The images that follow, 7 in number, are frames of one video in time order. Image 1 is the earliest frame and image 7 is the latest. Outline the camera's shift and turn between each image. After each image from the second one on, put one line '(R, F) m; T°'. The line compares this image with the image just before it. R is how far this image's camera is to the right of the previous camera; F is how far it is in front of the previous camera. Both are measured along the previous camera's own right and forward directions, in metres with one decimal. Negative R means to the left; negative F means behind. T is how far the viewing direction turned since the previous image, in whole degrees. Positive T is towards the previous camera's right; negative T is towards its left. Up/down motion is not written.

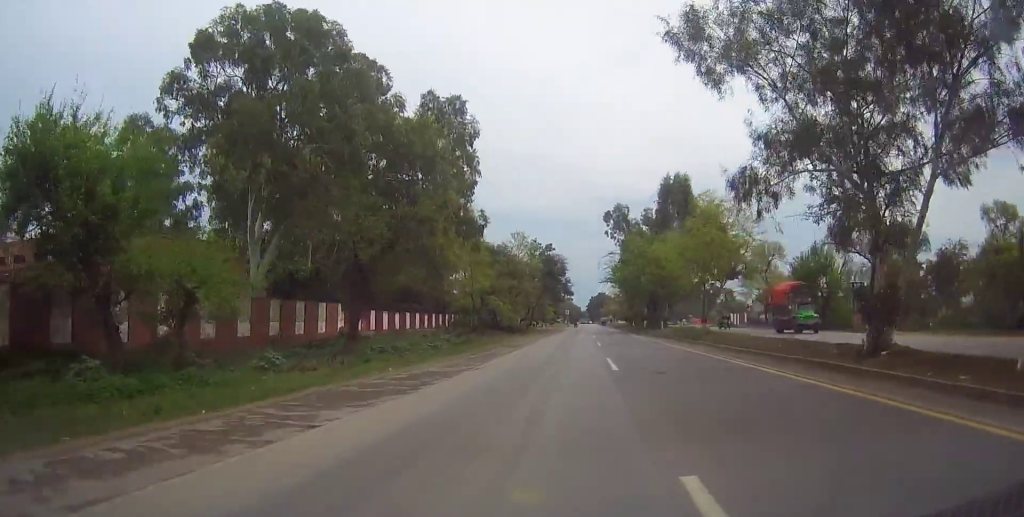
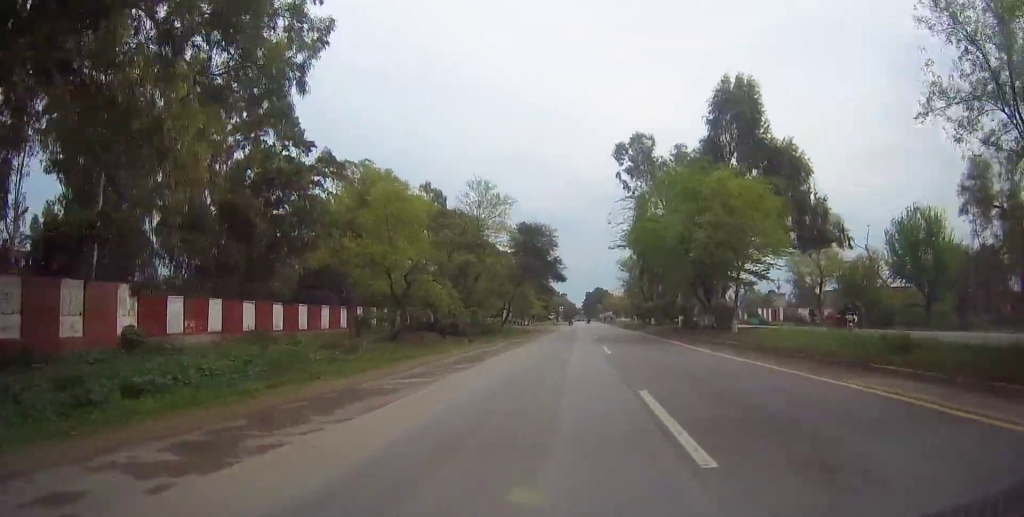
(-0.1, +30.3) m; 0°
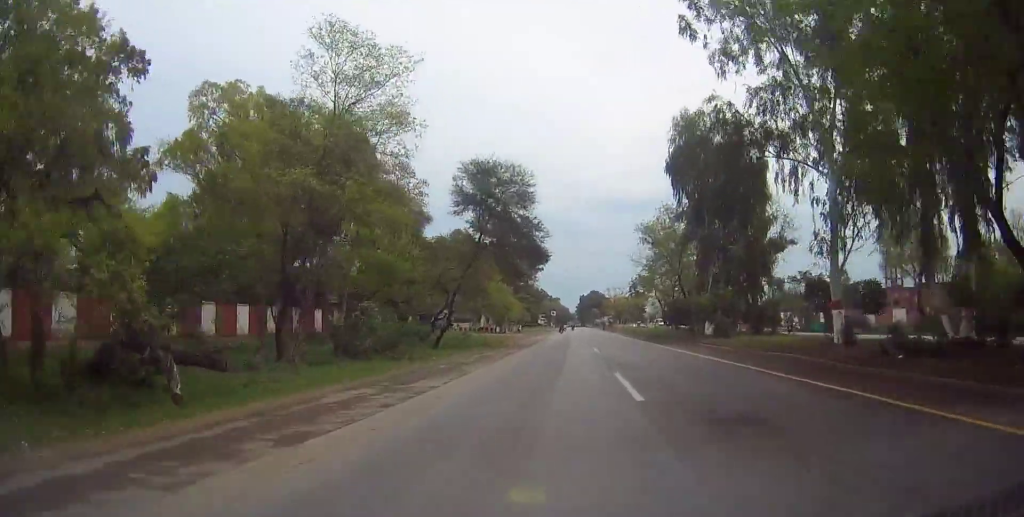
(+0.4, +31.2) m; +2°
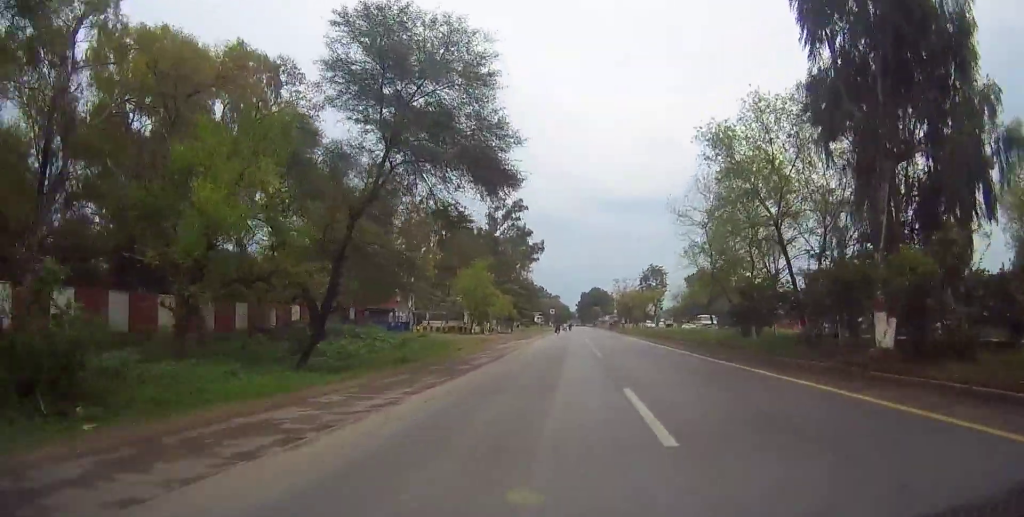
(+0.2, +22.3) m; 0°
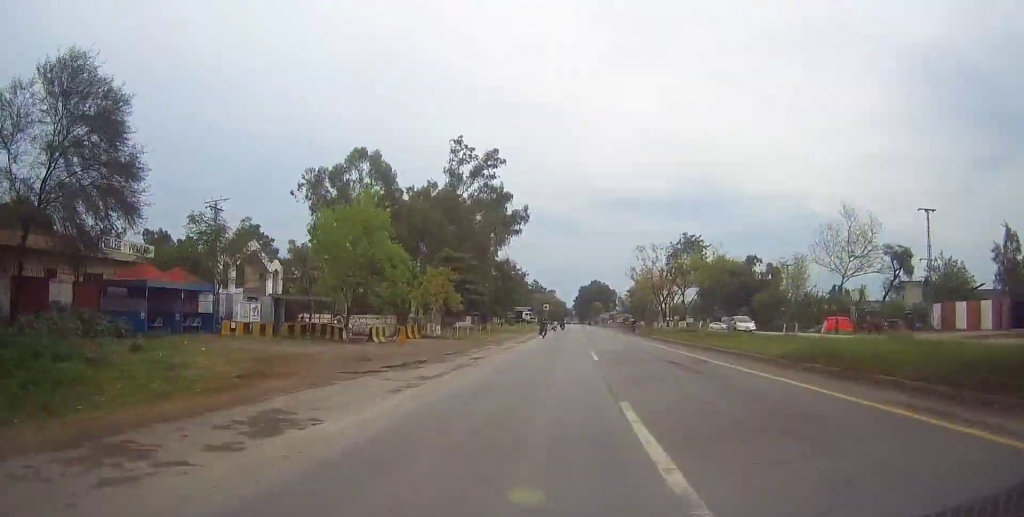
(-0.5, +39.2) m; -1°
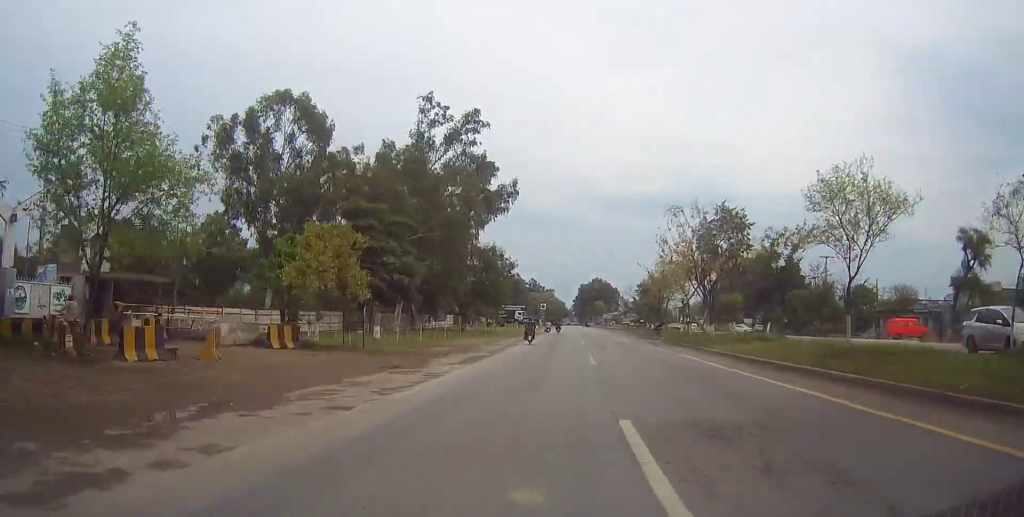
(0.0, +20.3) m; 0°
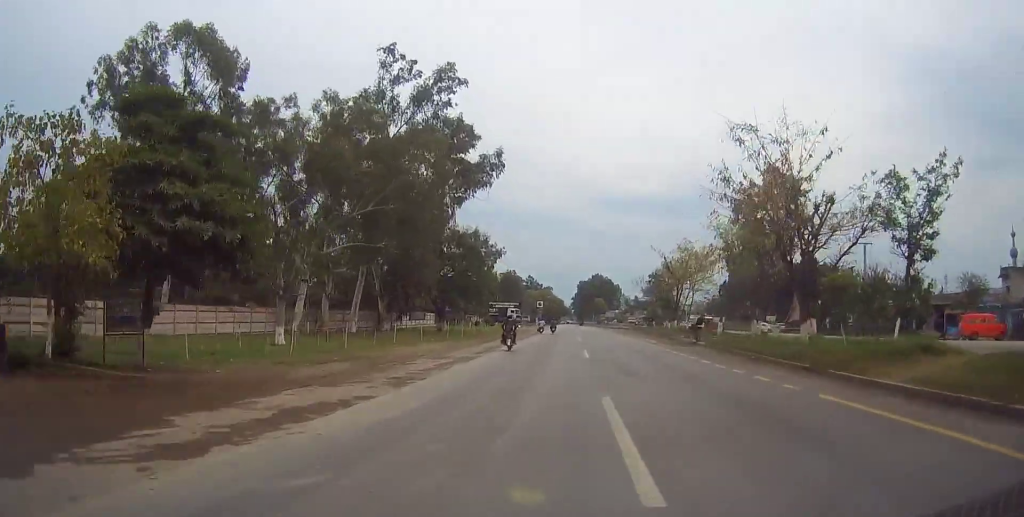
(0.0, +15.5) m; 0°
